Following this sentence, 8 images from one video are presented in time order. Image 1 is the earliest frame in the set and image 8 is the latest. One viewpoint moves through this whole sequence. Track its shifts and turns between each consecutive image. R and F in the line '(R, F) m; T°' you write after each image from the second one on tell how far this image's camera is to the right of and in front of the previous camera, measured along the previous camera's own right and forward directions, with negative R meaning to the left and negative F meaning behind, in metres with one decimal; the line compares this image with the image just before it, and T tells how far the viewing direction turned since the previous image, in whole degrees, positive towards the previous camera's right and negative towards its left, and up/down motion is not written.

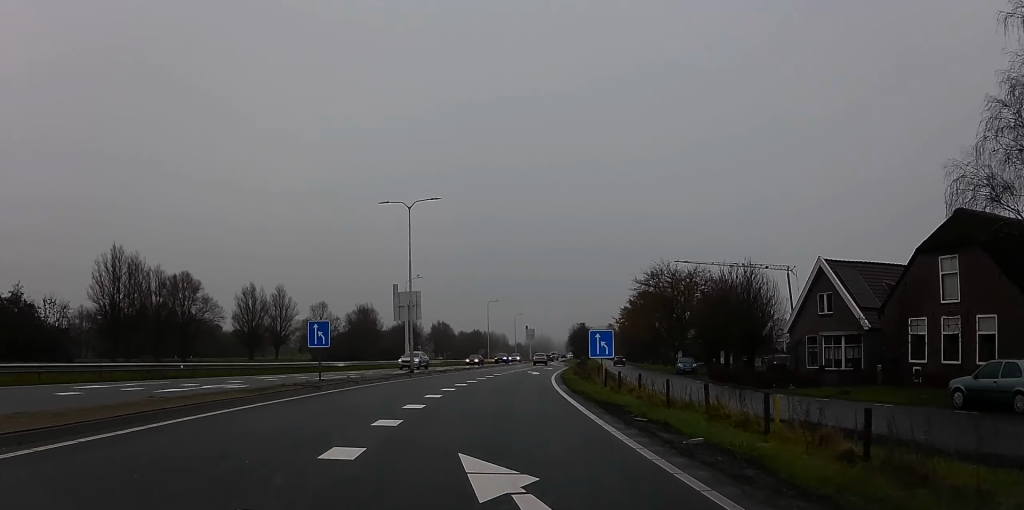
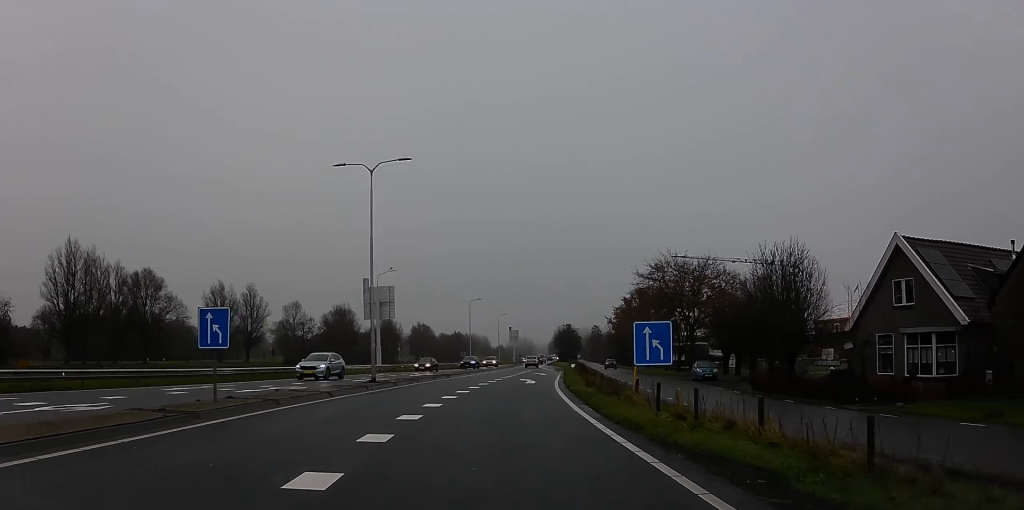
(+0.1, +10.1) m; +3°
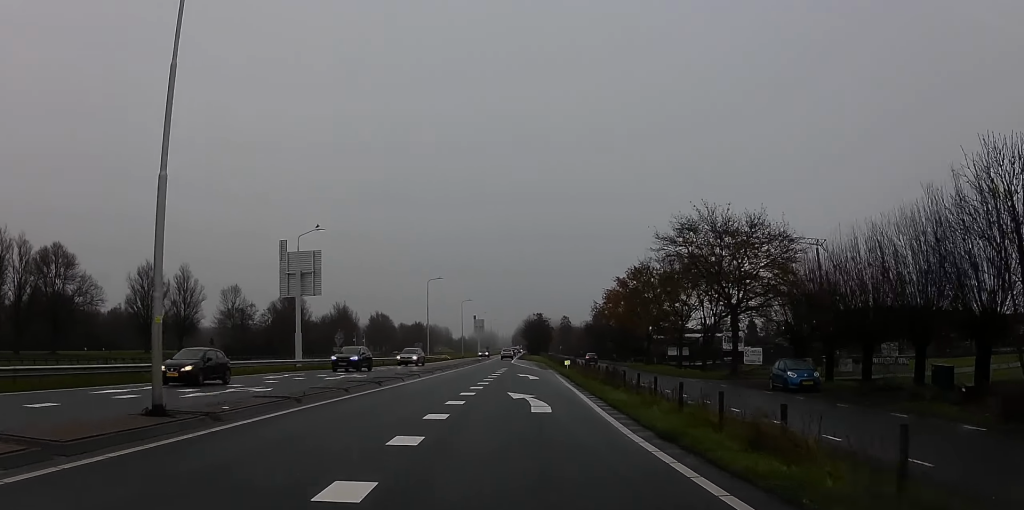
(+0.1, +21.4) m; -2°
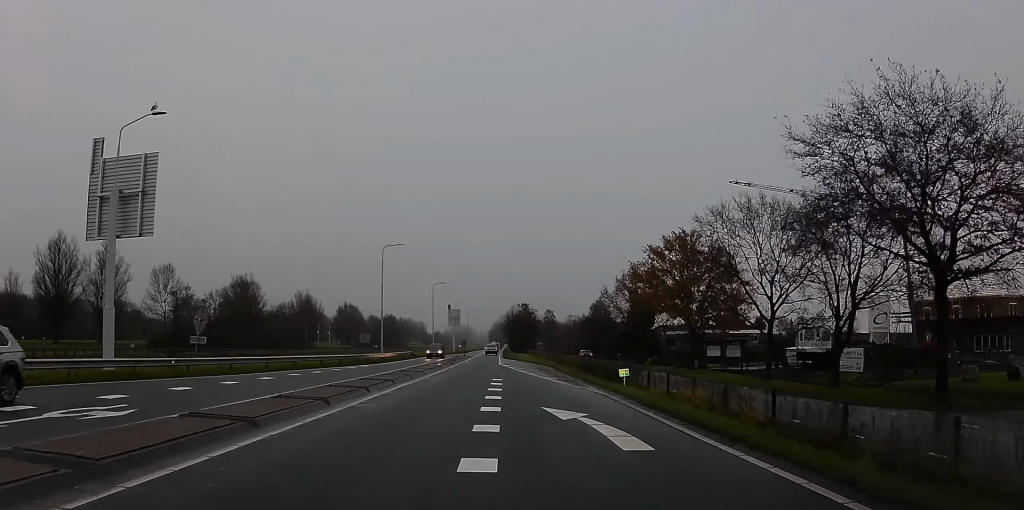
(-0.4, +27.2) m; 0°
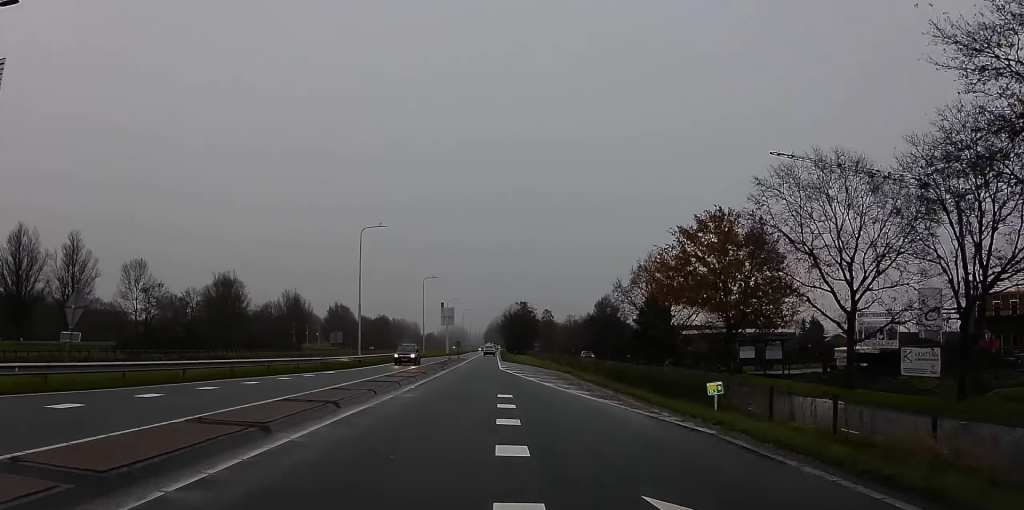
(-0.5, +11.4) m; +2°
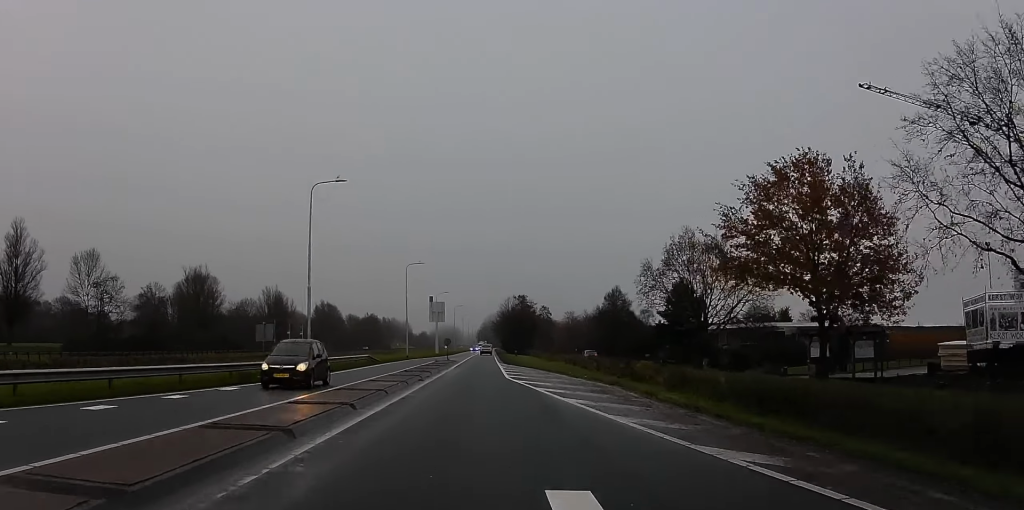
(+1.4, +15.8) m; +2°
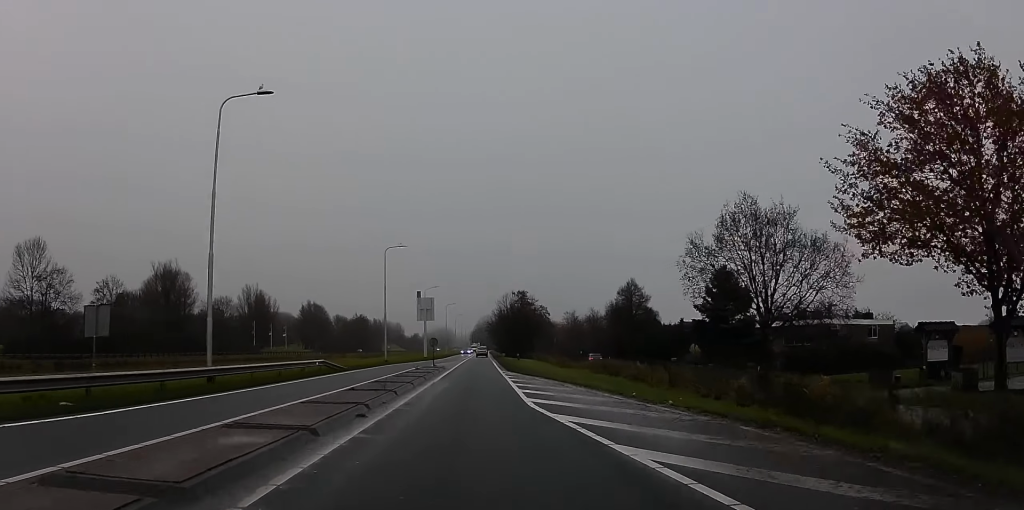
(-0.8, +15.6) m; 0°
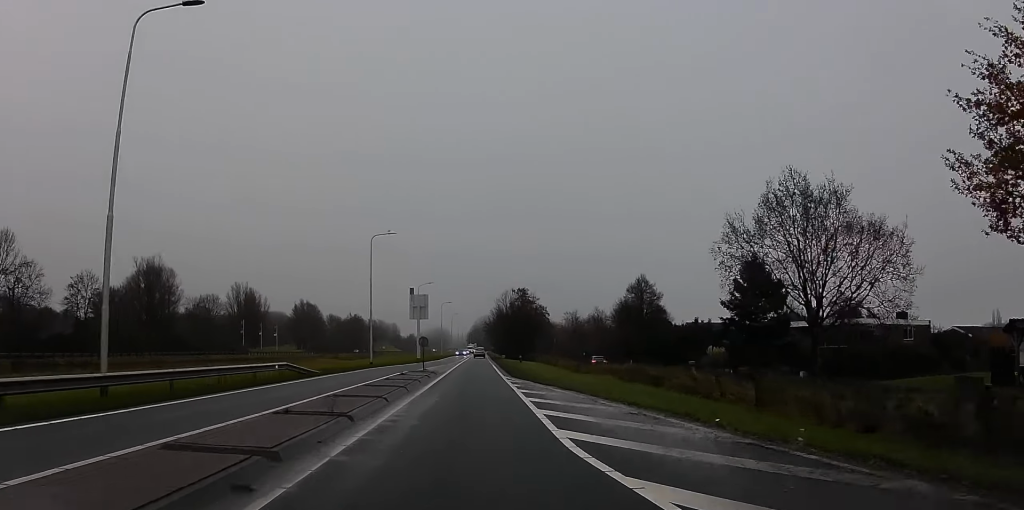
(+0.2, +7.9) m; 0°
